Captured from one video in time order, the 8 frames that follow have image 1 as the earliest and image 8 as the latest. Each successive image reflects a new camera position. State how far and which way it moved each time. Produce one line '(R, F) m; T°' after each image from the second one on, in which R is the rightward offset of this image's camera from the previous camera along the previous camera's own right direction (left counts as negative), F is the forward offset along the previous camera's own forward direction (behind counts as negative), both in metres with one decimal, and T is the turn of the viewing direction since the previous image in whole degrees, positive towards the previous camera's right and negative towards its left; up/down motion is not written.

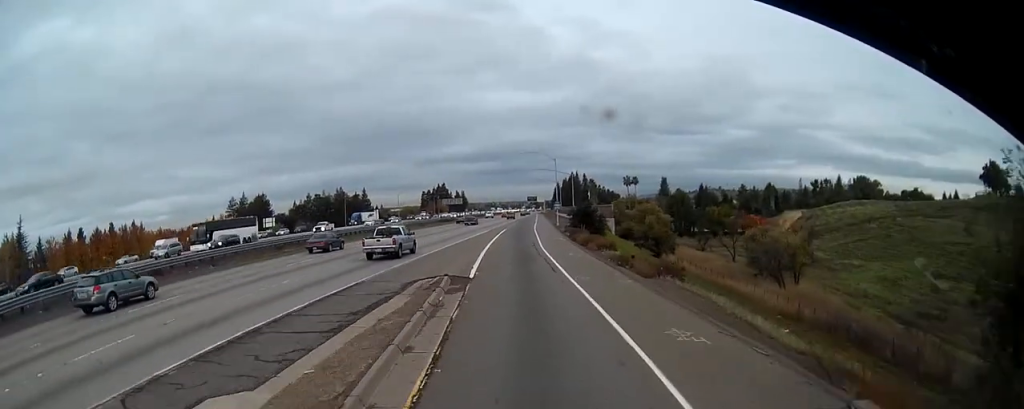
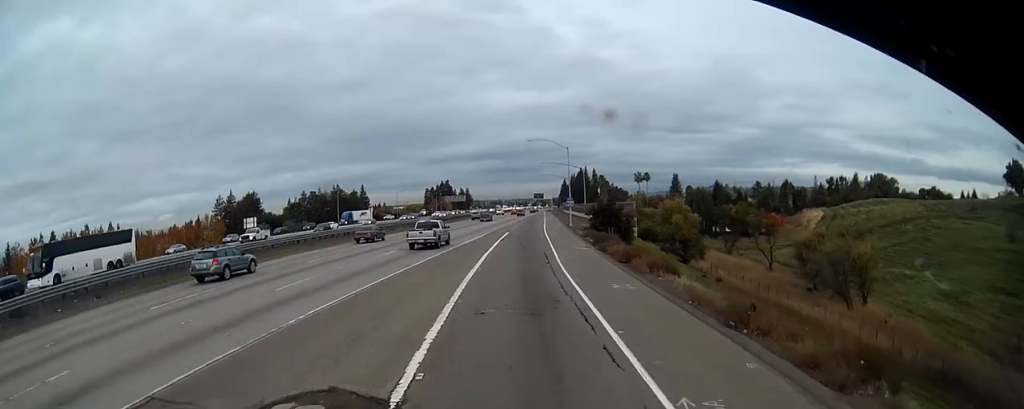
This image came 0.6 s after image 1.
(-0.4, +14.5) m; -1°
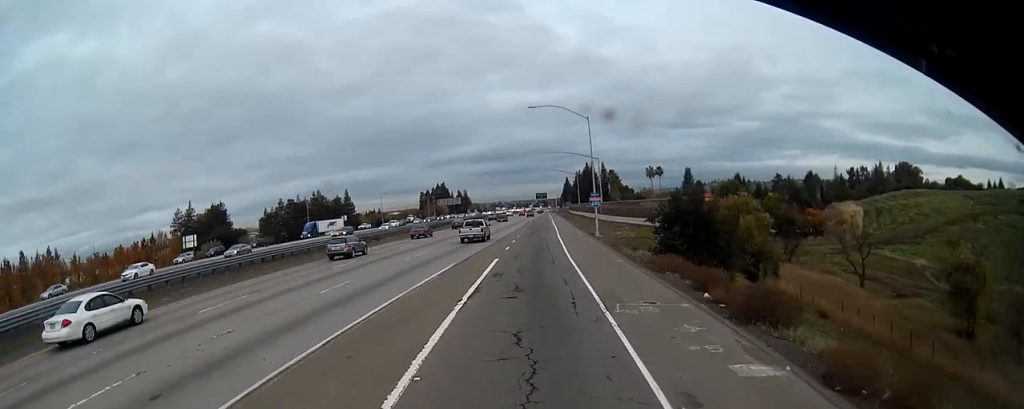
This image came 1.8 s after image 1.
(-0.4, +27.5) m; -2°
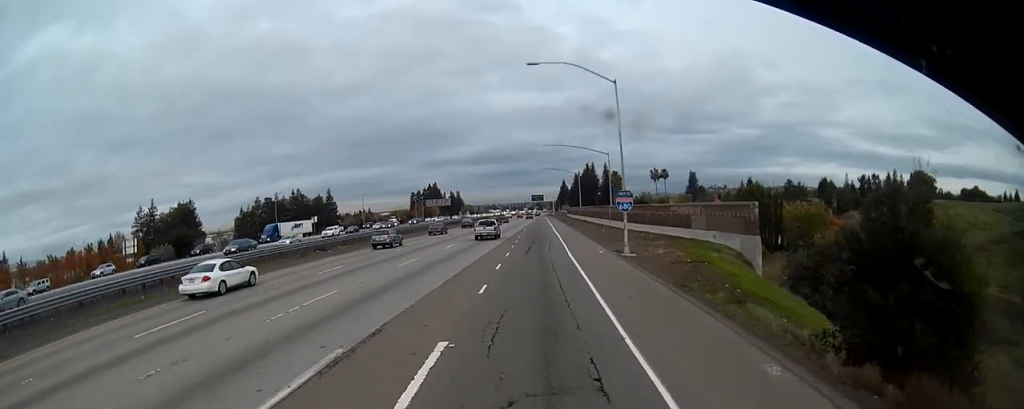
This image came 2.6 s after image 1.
(-0.4, +17.8) m; 0°
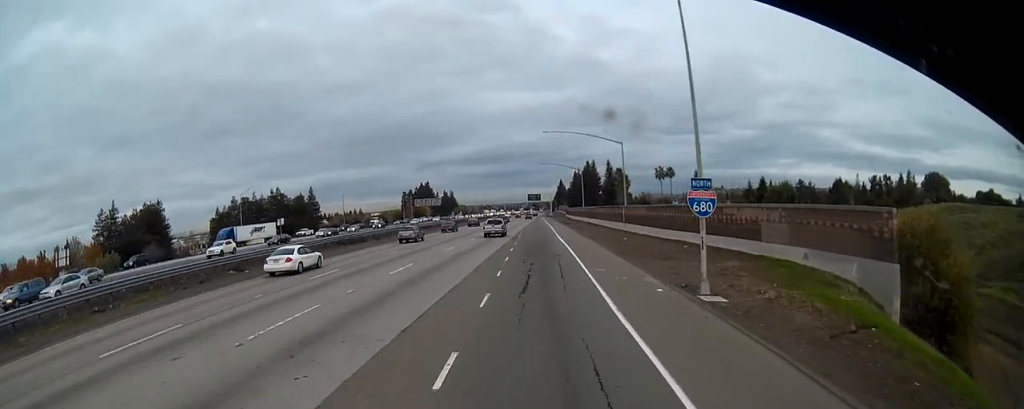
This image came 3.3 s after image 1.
(-0.1, +16.4) m; +1°
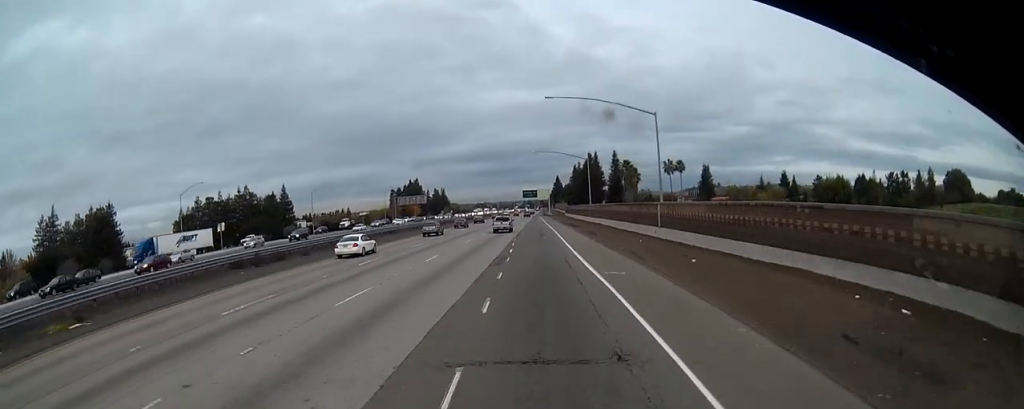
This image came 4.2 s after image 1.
(+0.7, +22.3) m; +1°
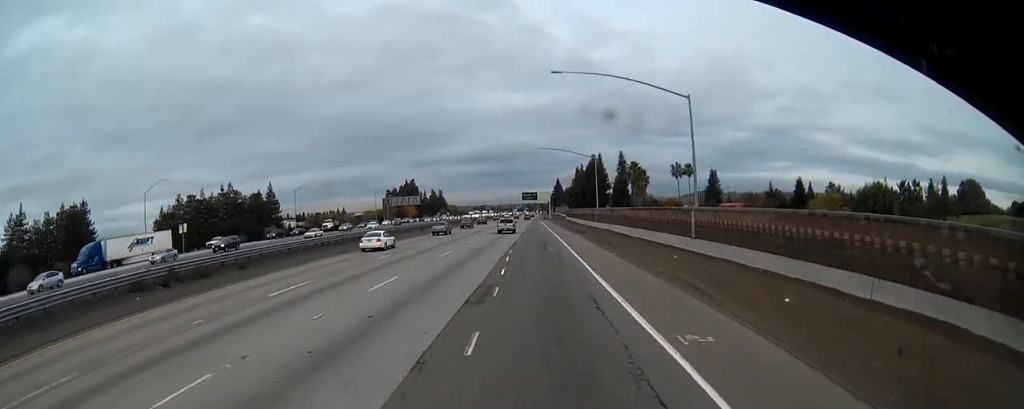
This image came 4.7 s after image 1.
(-0.2, +11.4) m; 0°
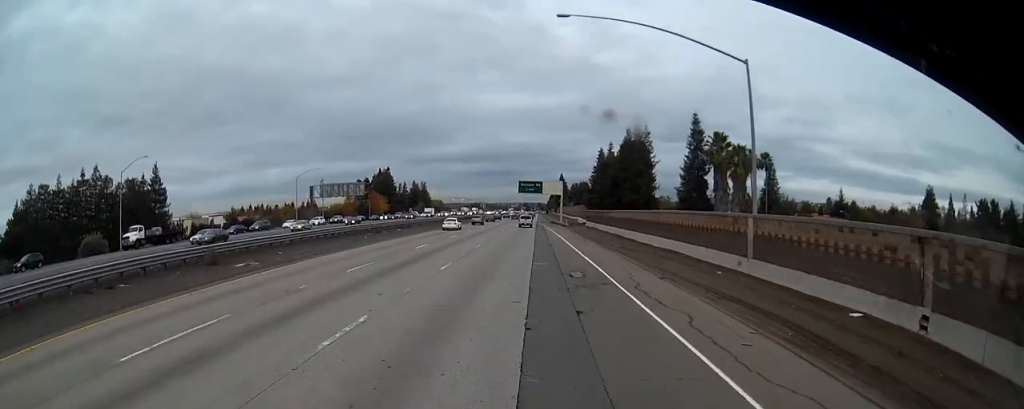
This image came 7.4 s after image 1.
(0.0, +68.3) m; 0°
